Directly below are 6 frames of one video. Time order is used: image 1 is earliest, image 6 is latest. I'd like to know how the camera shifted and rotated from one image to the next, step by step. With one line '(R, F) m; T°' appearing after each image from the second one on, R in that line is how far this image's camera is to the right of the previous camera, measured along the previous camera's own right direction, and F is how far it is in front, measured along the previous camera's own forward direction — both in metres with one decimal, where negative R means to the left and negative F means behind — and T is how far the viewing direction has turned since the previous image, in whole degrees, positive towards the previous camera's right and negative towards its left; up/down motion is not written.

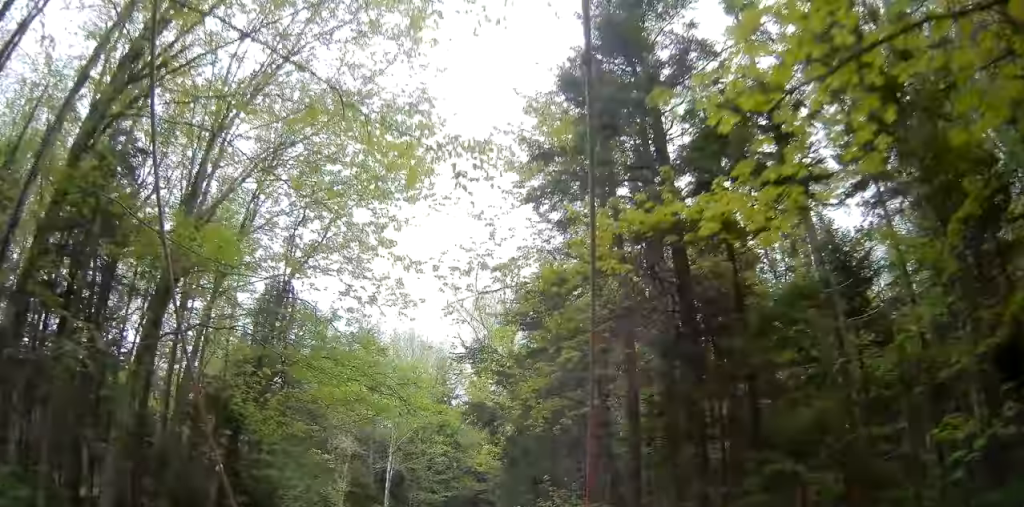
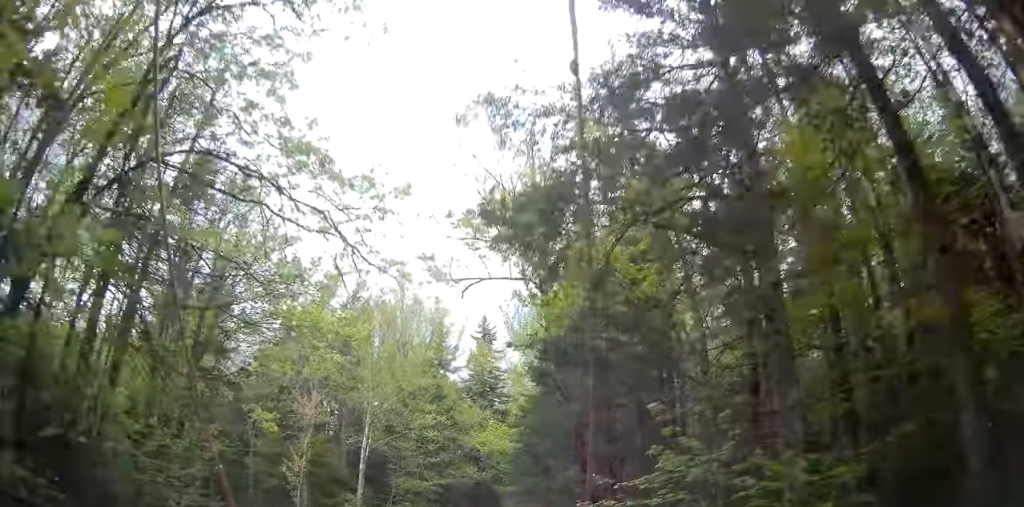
(+0.2, +9.5) m; +2°
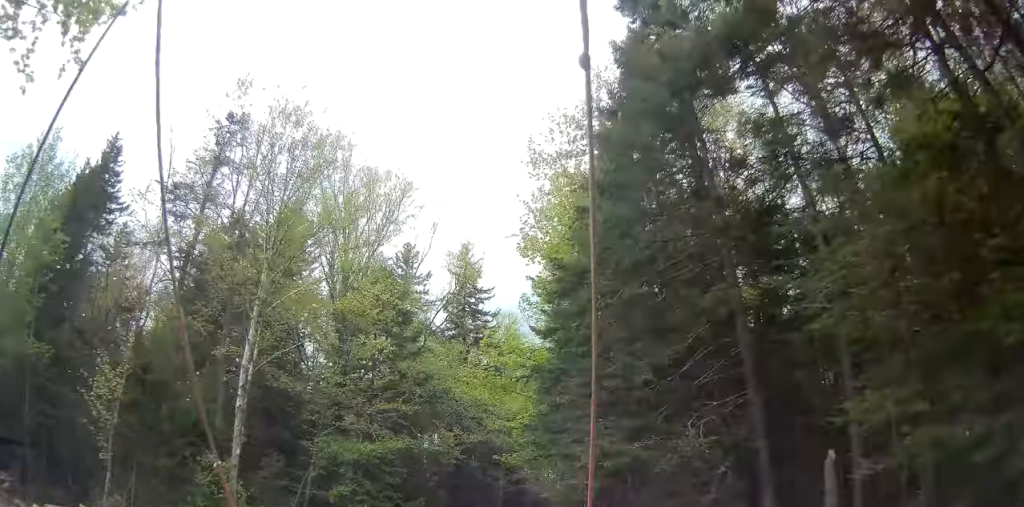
(+0.7, +15.5) m; +5°
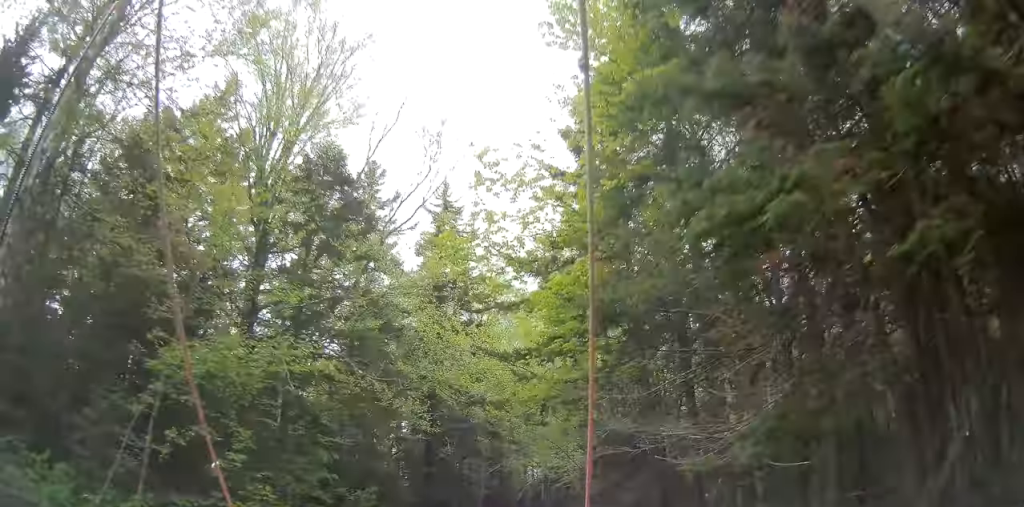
(+0.1, +9.6) m; +3°
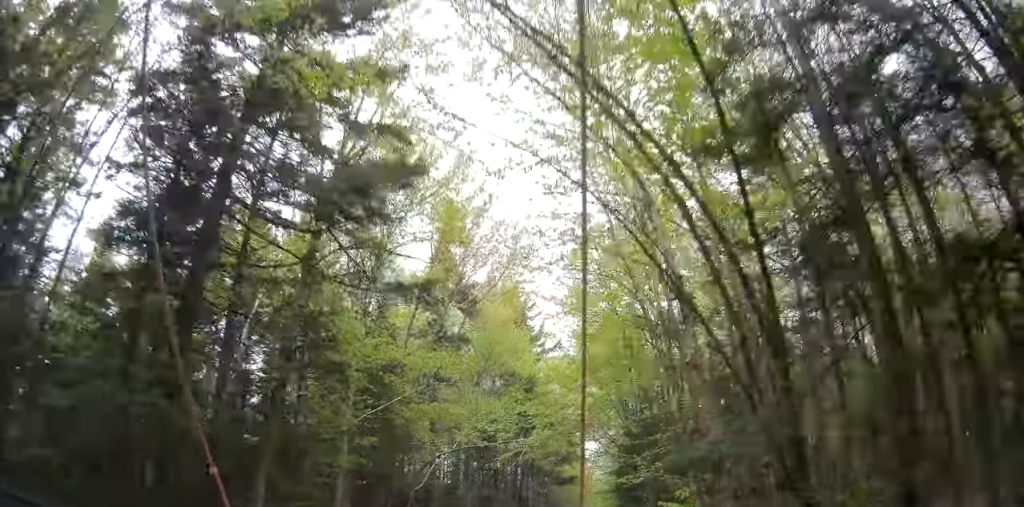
(+0.6, +22.7) m; +2°
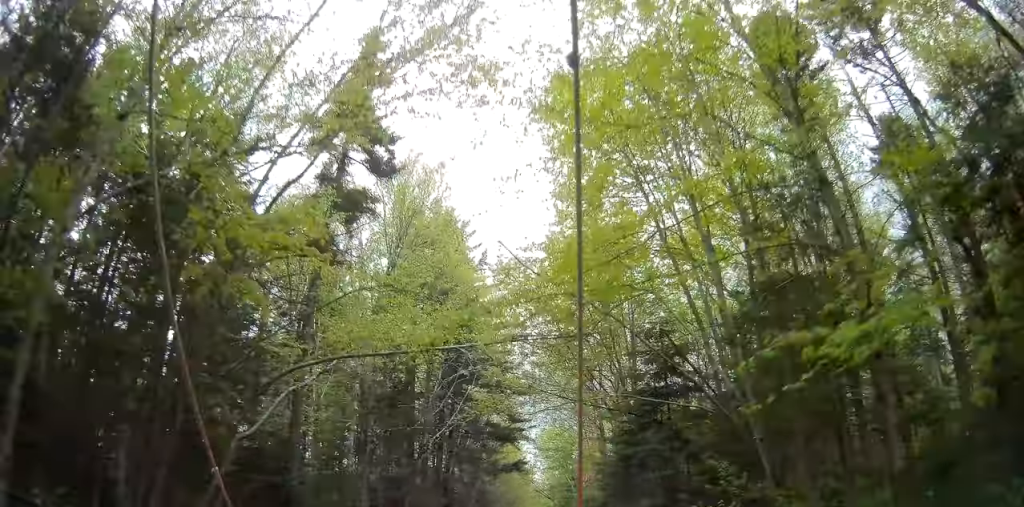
(+0.7, +12.9) m; +8°
